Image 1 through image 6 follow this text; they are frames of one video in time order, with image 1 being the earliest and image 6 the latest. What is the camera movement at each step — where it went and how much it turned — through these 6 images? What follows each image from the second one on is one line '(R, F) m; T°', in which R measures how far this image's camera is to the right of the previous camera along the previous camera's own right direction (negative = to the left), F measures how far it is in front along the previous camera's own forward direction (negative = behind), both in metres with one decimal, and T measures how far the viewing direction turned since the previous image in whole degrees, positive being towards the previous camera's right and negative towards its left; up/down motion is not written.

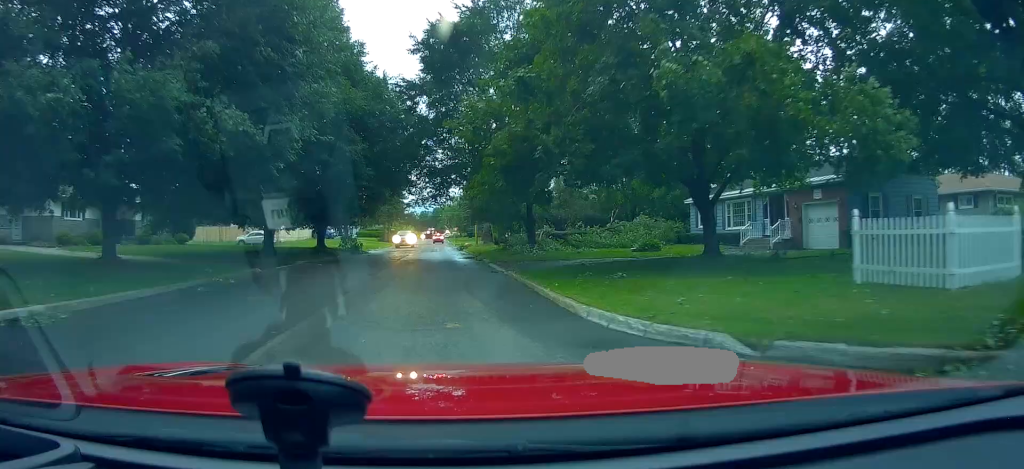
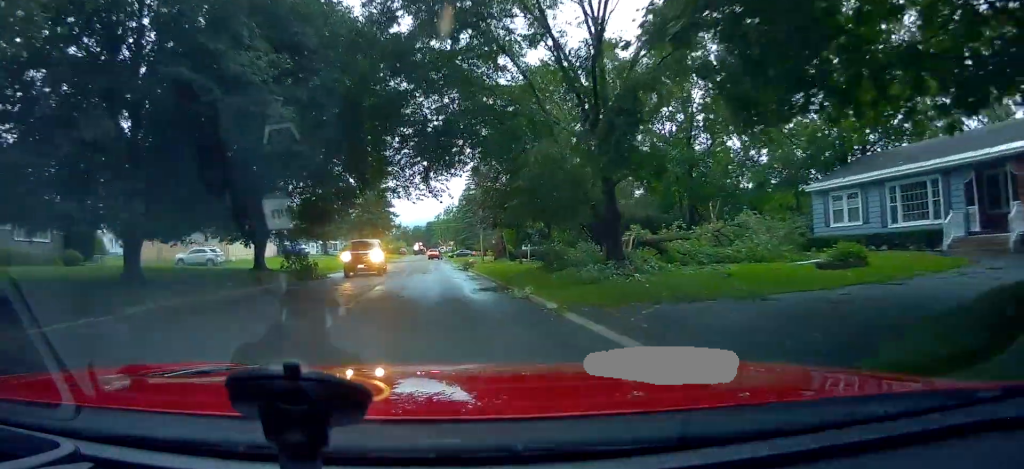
(-0.3, +12.7) m; +1°
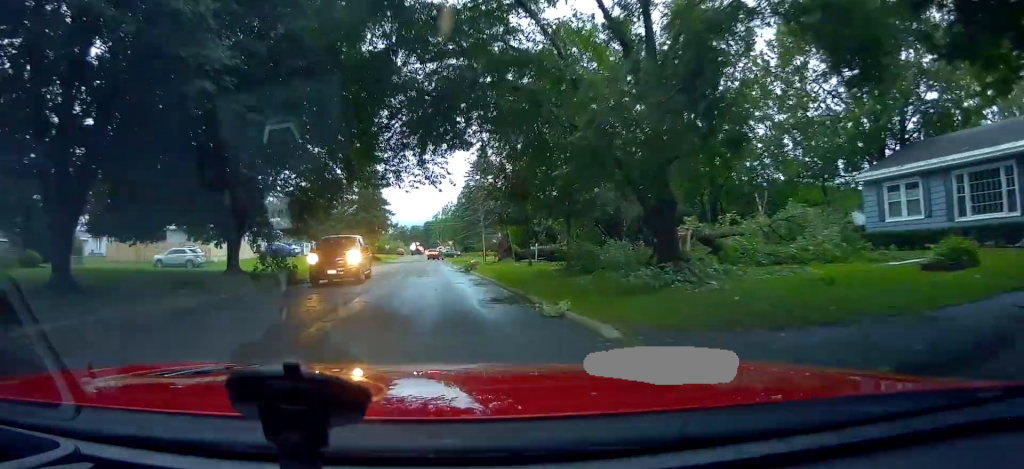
(0.0, +3.0) m; +2°
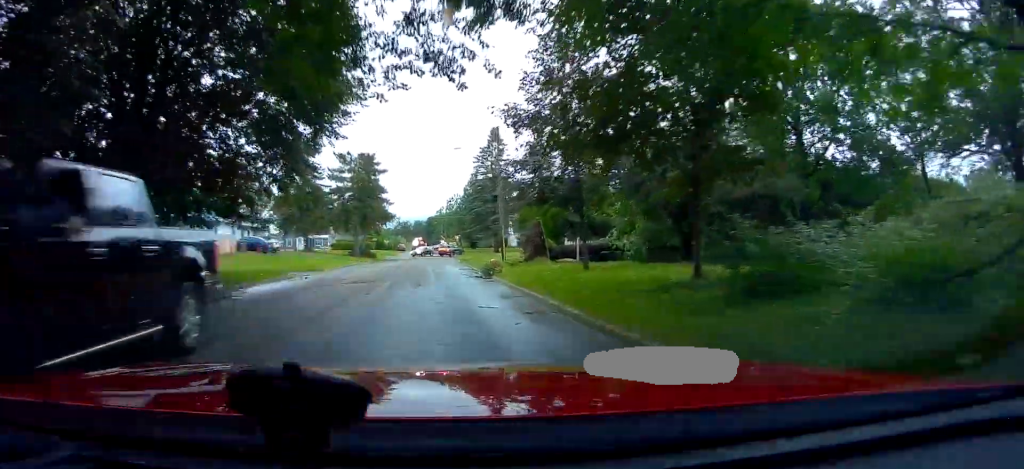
(+0.2, +7.9) m; +2°
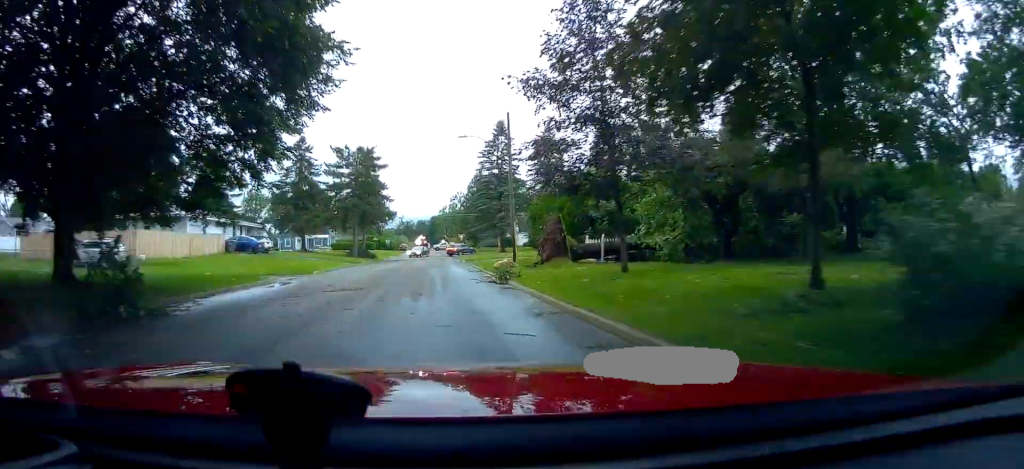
(+0.1, +2.9) m; 0°
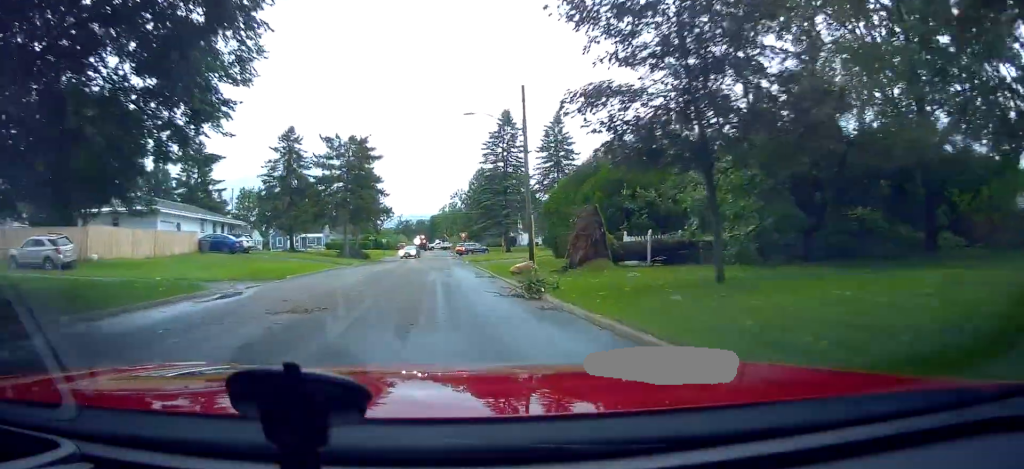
(-0.1, +4.4) m; -5°
